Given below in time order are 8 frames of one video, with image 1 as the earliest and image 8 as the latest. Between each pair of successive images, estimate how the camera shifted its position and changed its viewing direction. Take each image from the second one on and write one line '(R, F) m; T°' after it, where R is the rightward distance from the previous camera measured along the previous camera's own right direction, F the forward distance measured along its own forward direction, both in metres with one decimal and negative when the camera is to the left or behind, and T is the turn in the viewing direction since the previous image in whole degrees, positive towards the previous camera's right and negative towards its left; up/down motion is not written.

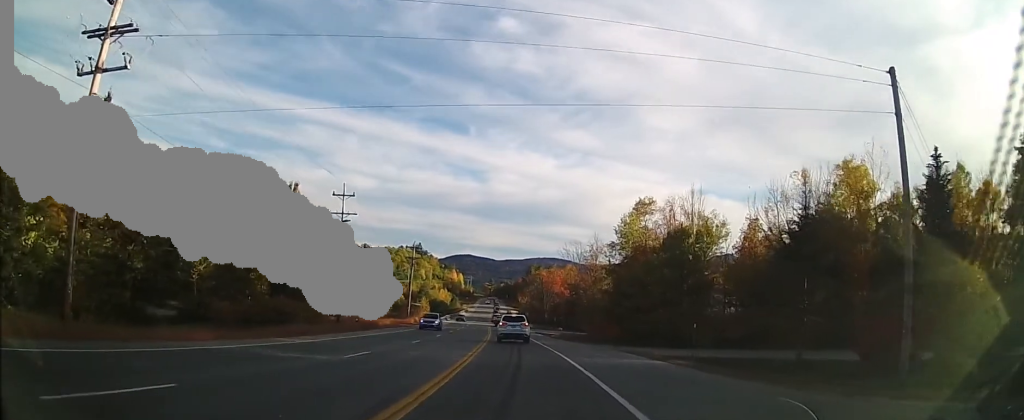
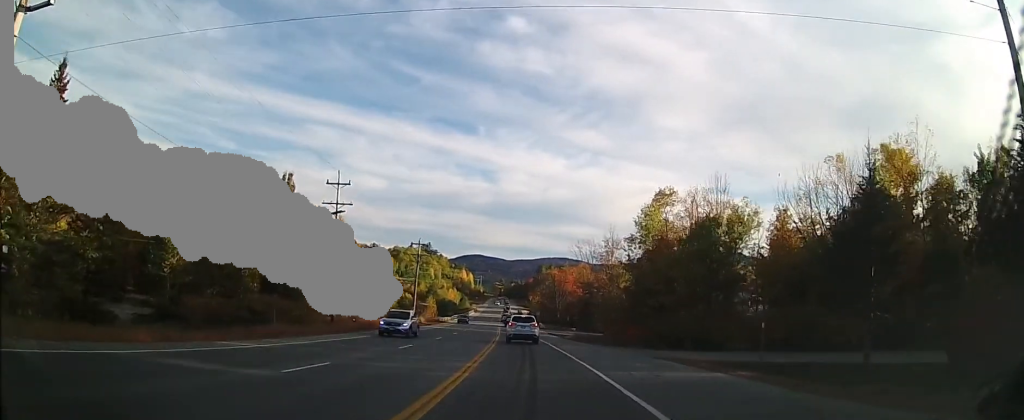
(-0.1, +5.3) m; 0°
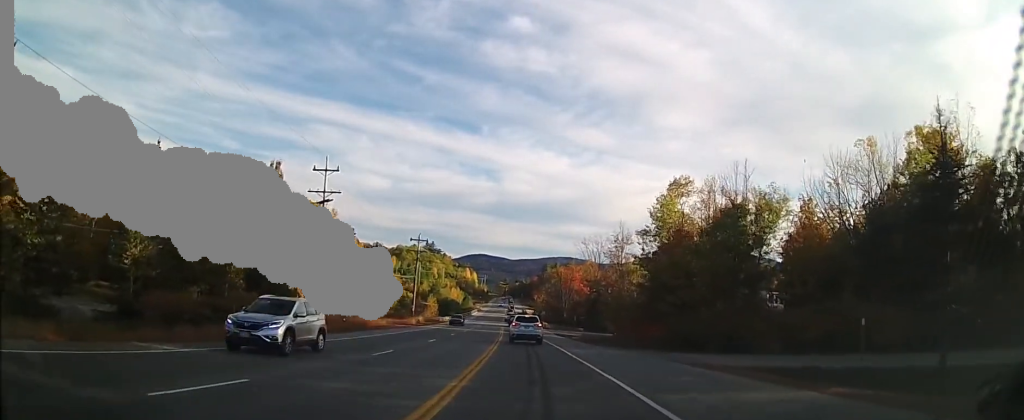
(0.0, +4.9) m; 0°
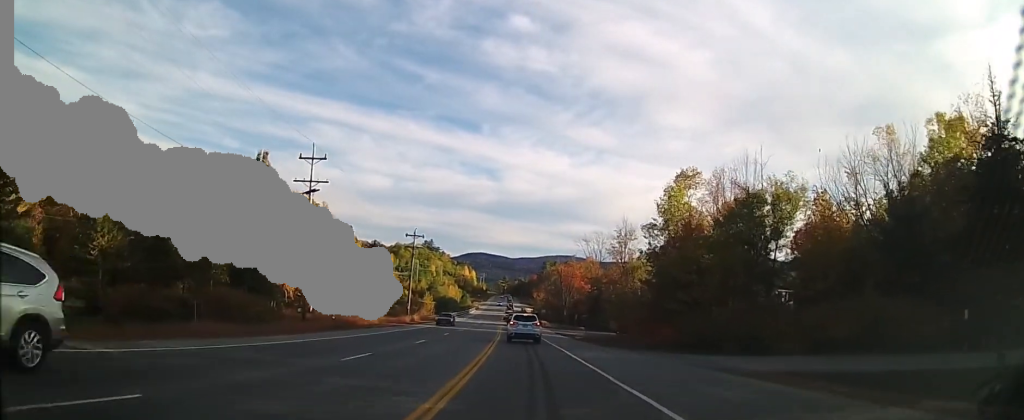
(0.0, +3.3) m; 0°
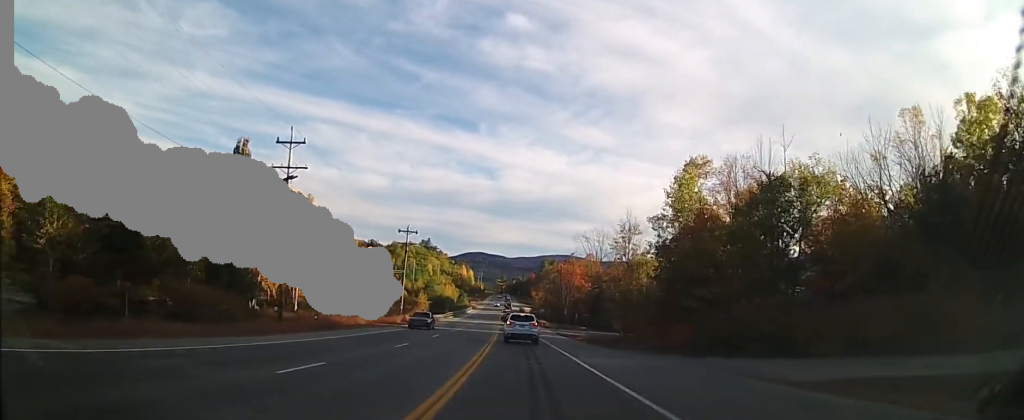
(0.0, +4.4) m; 0°
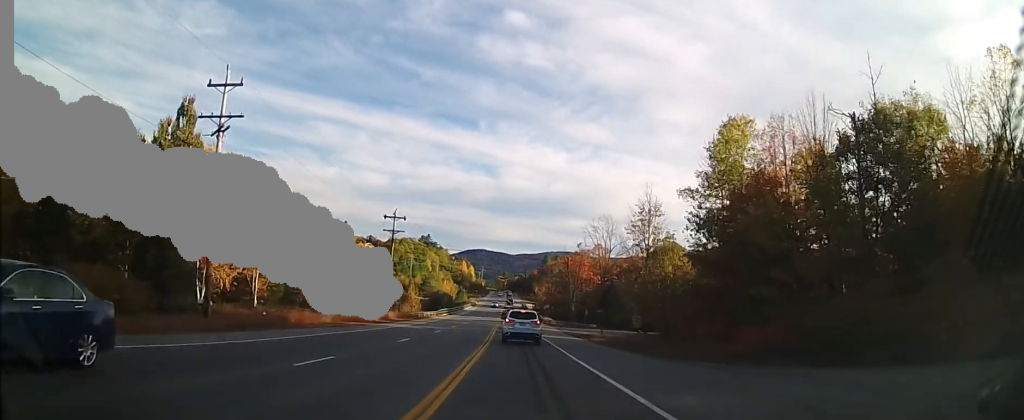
(-0.1, +11.1) m; -4°
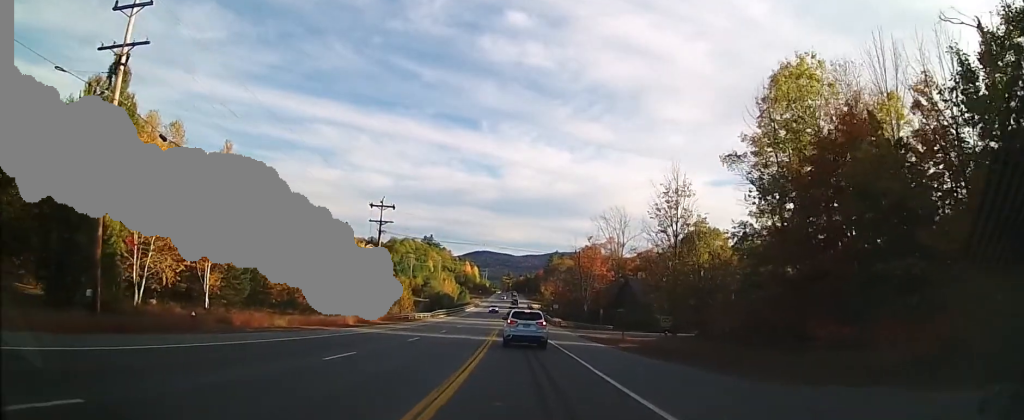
(-0.3, +10.2) m; +1°
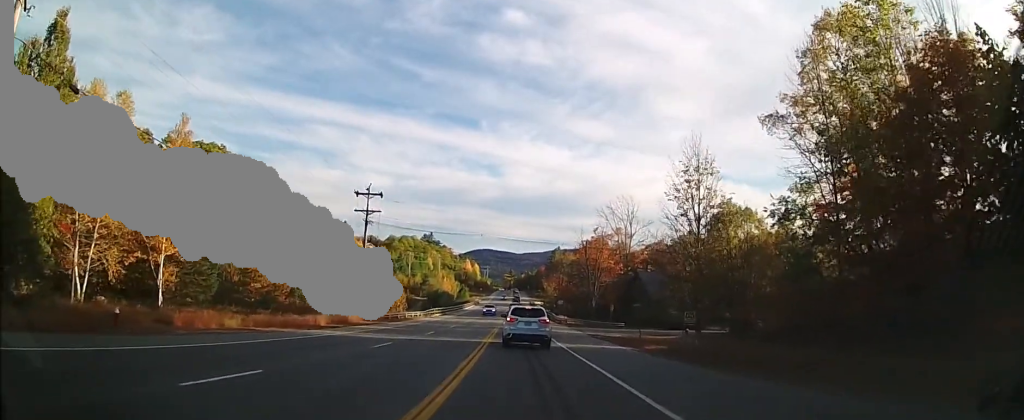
(+0.1, +6.9) m; 0°
